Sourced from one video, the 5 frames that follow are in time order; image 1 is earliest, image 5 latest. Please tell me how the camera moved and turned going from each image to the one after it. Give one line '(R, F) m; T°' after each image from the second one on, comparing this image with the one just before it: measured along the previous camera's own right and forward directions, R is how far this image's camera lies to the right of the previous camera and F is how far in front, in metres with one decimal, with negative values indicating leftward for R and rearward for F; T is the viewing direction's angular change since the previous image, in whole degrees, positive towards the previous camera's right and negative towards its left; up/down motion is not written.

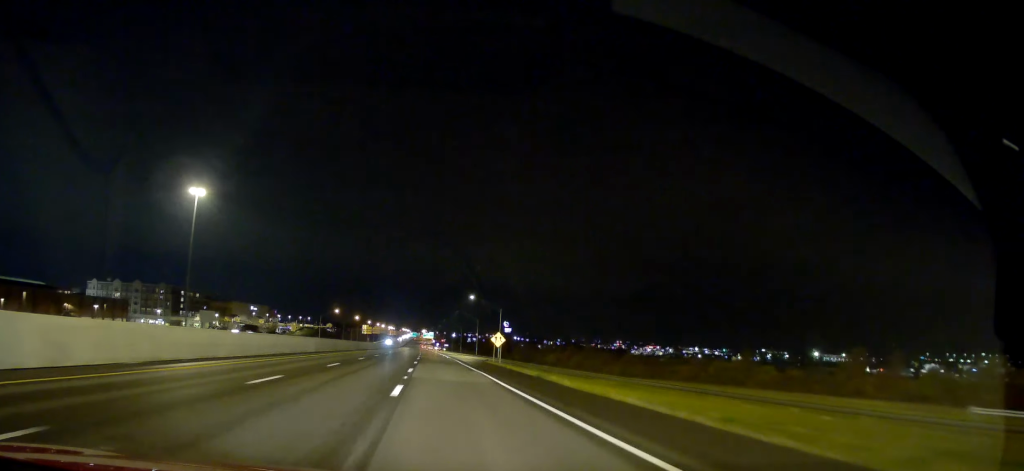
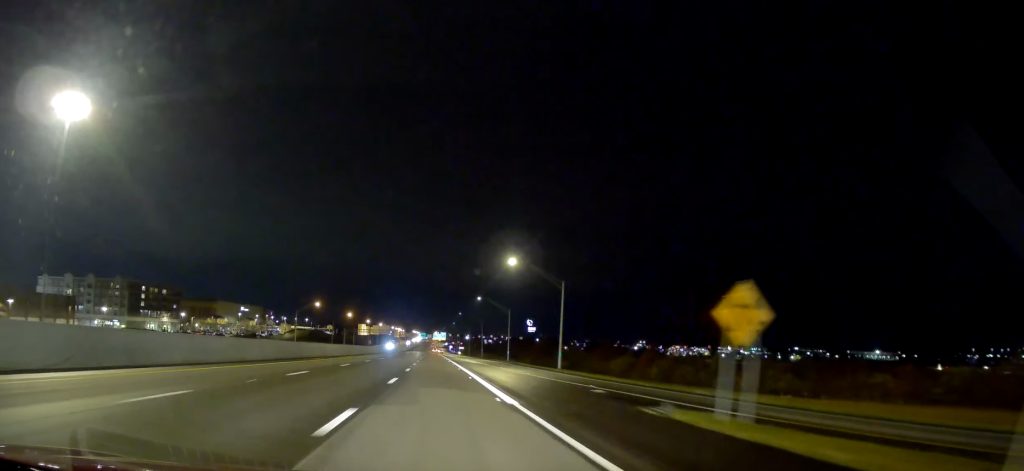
(-1.0, +55.6) m; -2°
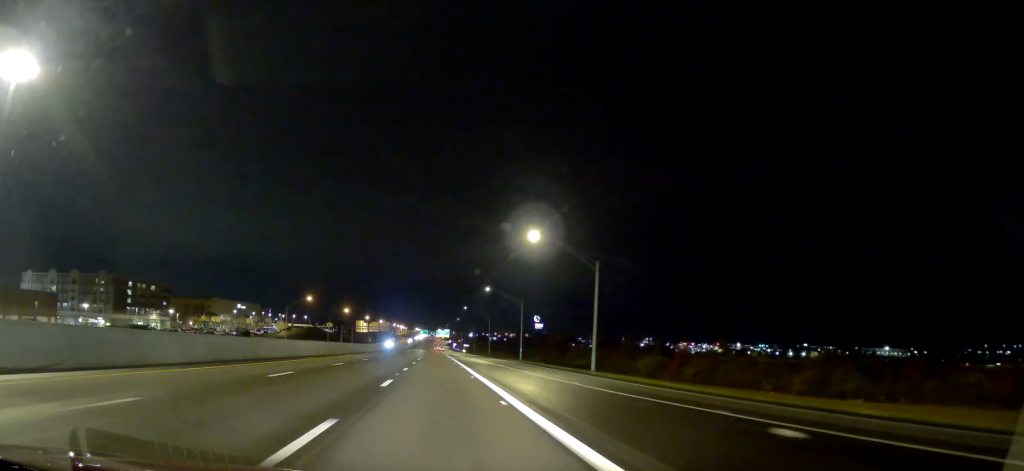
(+0.2, +14.8) m; +1°
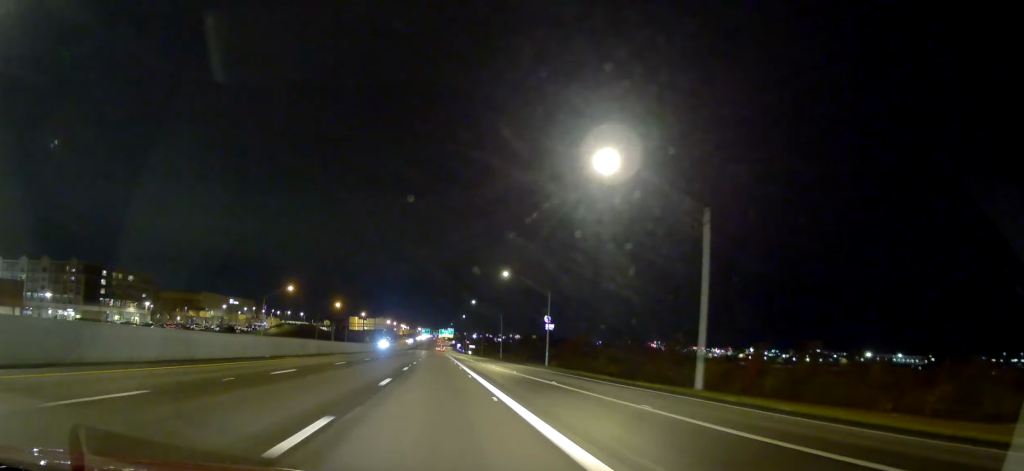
(+0.1, +24.1) m; 0°
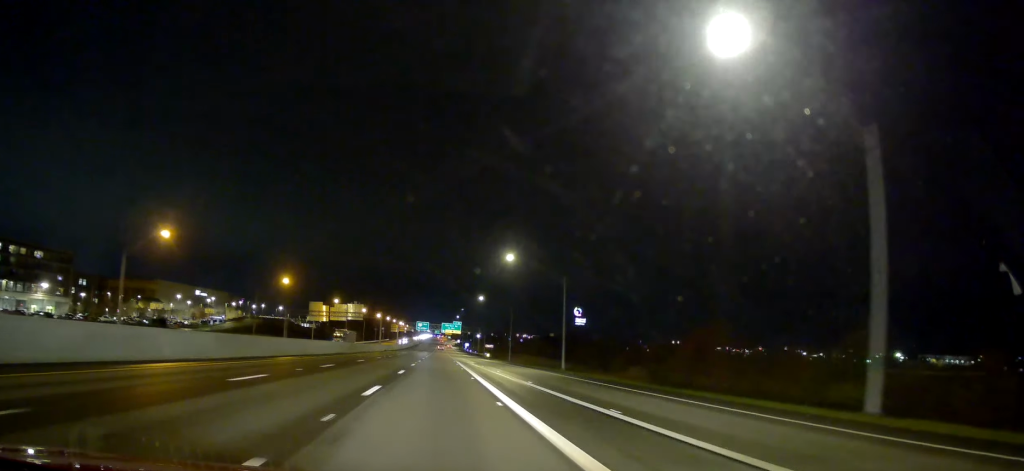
(-0.9, +64.3) m; -2°
